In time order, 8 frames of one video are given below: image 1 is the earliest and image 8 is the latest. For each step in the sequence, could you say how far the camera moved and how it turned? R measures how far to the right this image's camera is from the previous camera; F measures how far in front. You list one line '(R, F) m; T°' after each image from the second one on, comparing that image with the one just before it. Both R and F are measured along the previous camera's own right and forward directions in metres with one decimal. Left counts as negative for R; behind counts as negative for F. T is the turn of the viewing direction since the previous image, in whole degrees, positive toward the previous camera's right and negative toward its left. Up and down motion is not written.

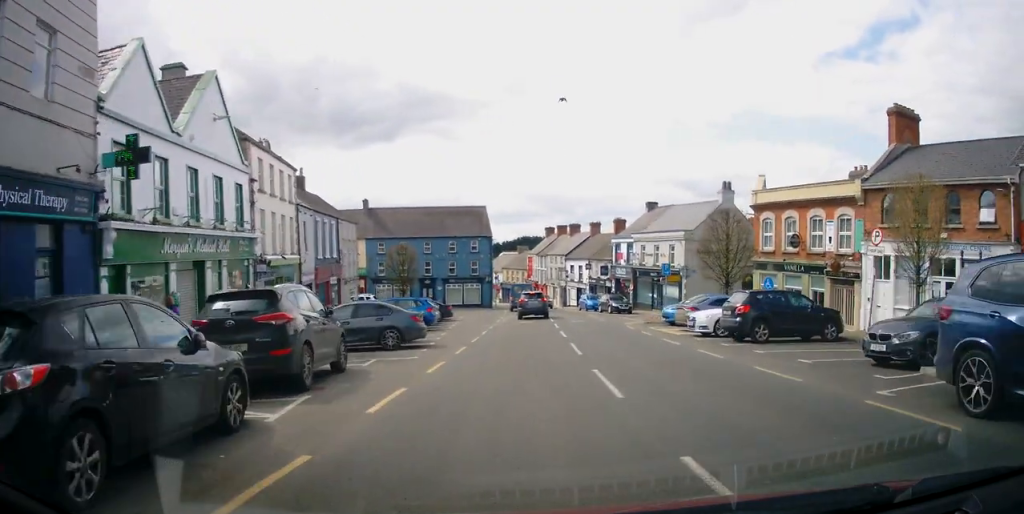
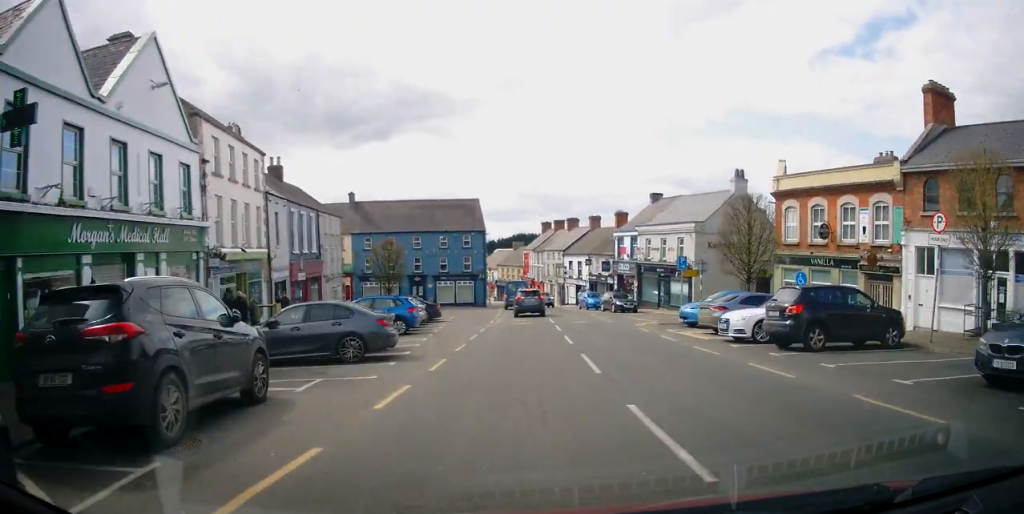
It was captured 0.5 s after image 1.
(+0.3, +3.5) m; +1°
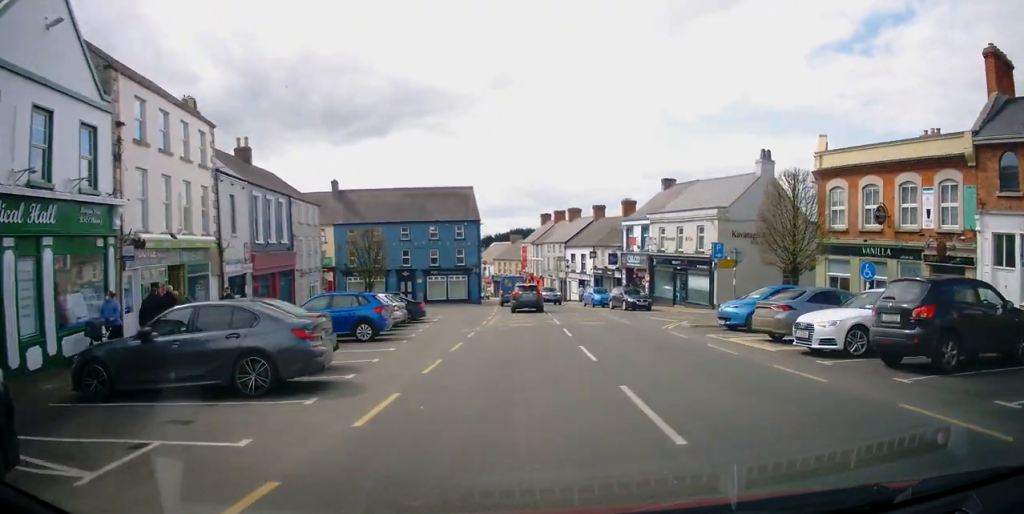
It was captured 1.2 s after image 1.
(-0.3, +4.9) m; -3°
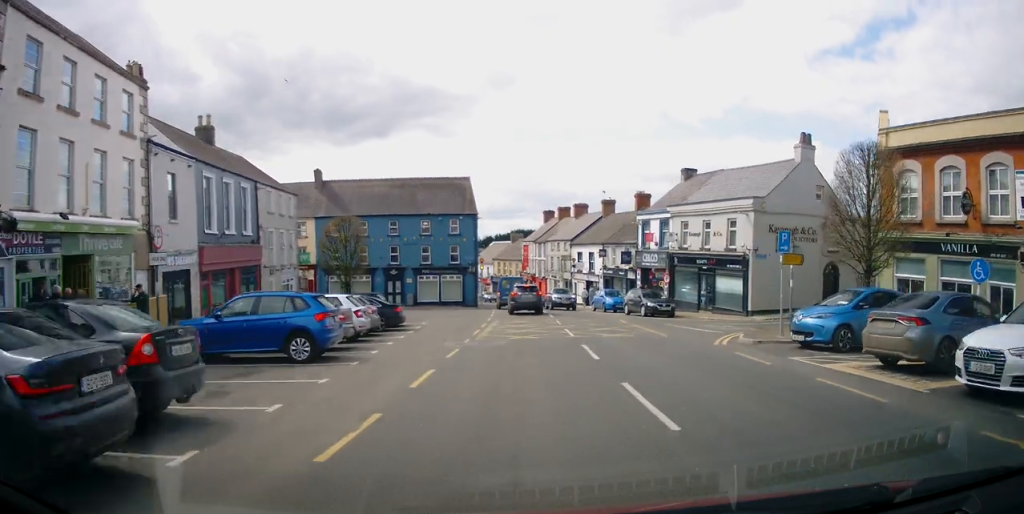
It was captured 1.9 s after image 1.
(-0.2, +5.4) m; -1°
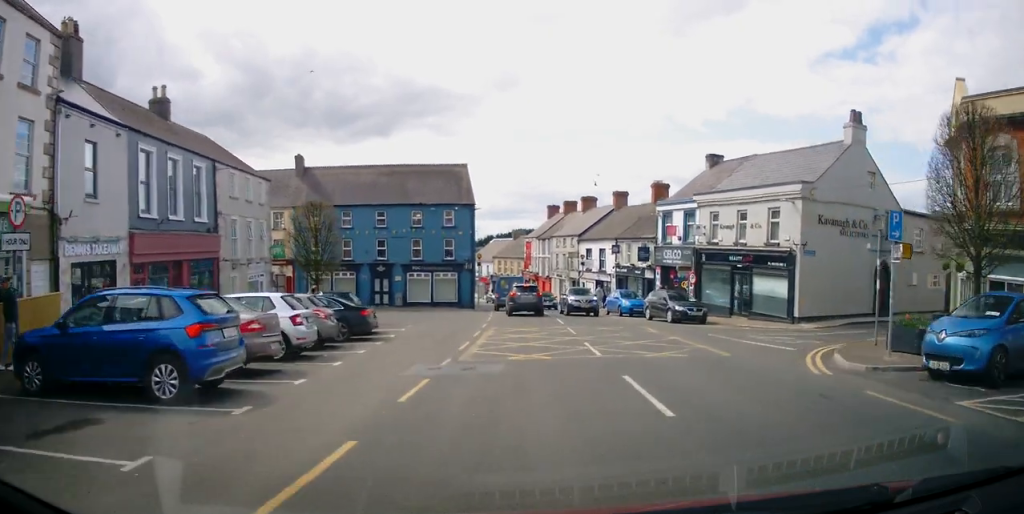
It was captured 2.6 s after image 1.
(-0.1, +5.3) m; +1°
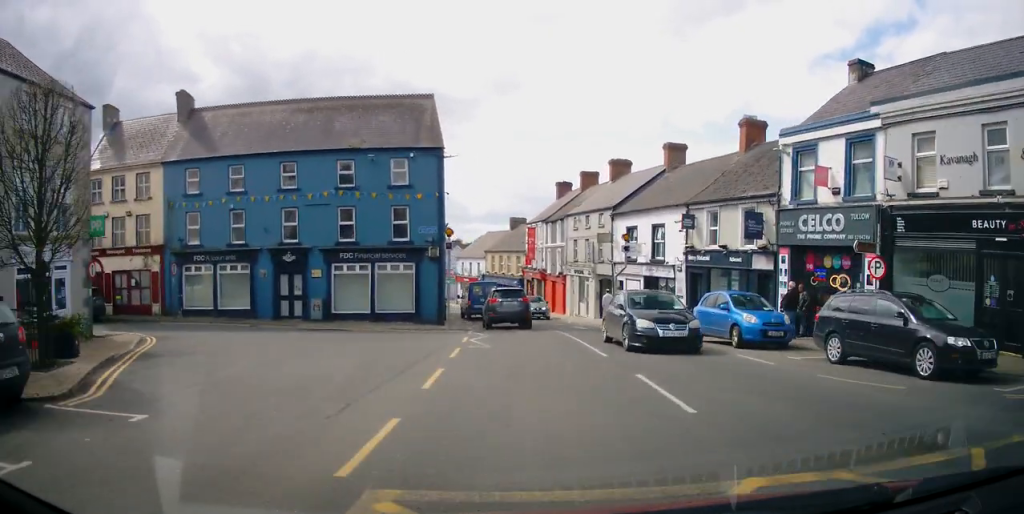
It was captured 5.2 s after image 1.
(+0.6, +17.5) m; +2°
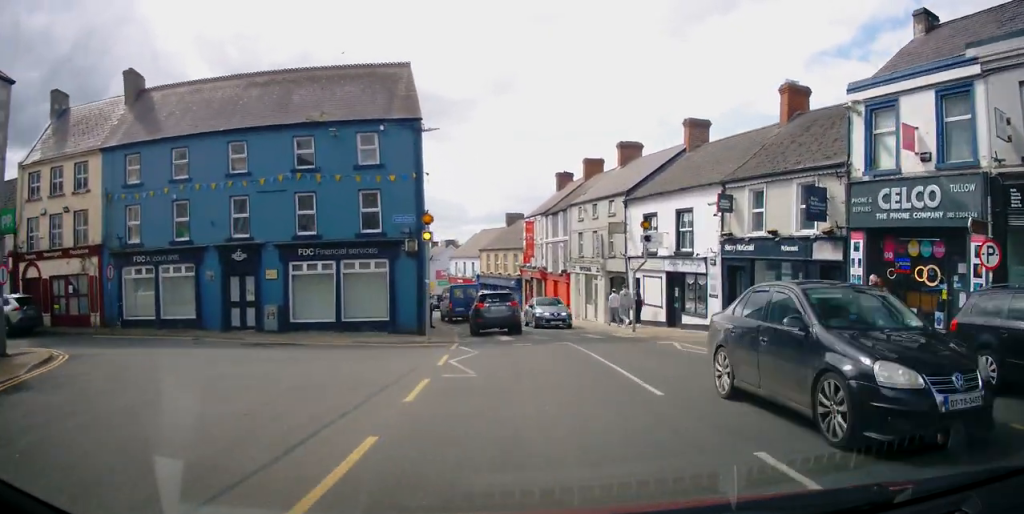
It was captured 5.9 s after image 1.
(+0.1, +4.8) m; -1°
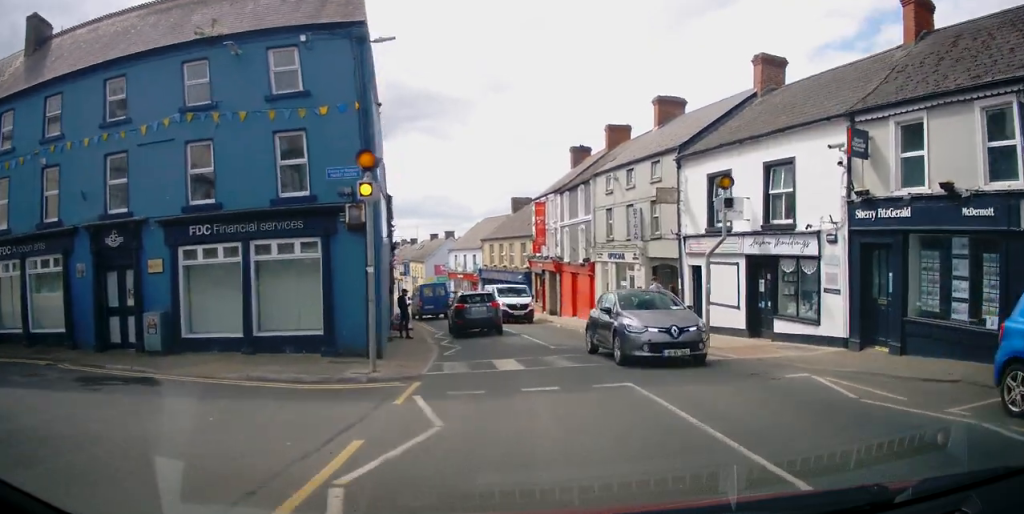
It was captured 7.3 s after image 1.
(-0.3, +8.2) m; -3°
